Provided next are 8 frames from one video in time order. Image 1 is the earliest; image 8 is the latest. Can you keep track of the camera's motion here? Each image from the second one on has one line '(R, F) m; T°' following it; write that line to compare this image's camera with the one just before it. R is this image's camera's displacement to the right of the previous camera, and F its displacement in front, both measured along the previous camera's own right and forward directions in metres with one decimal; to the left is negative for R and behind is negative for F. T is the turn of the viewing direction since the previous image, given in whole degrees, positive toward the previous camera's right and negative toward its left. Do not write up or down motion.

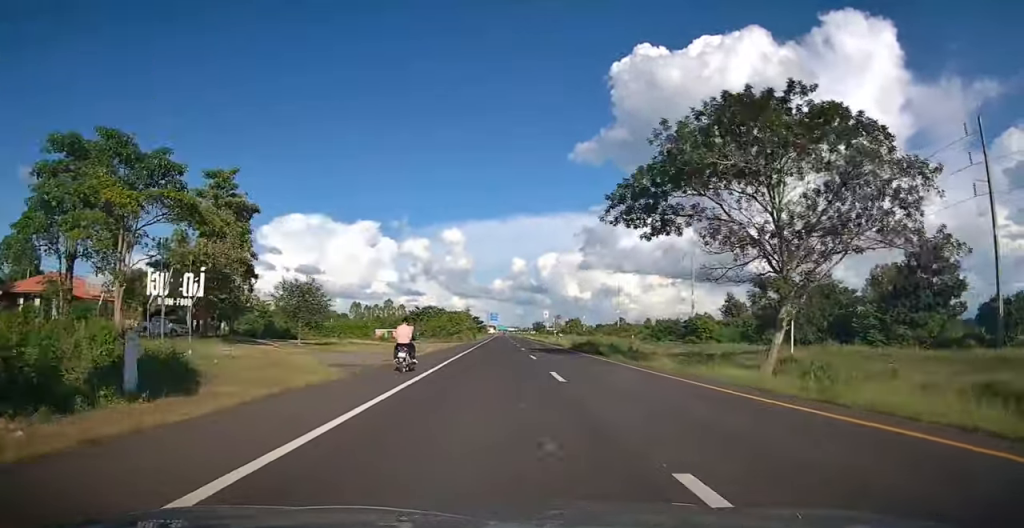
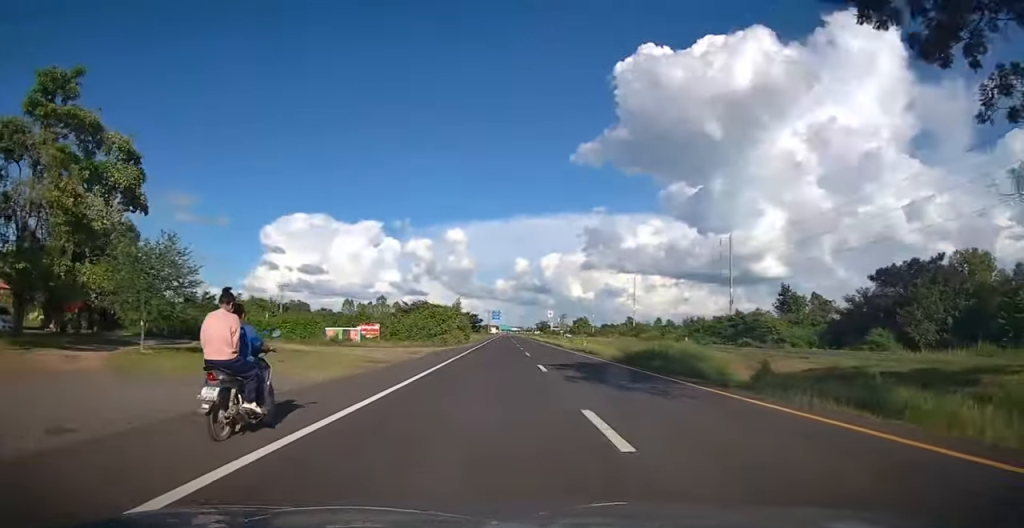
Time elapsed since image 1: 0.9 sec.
(0.0, +20.1) m; 0°
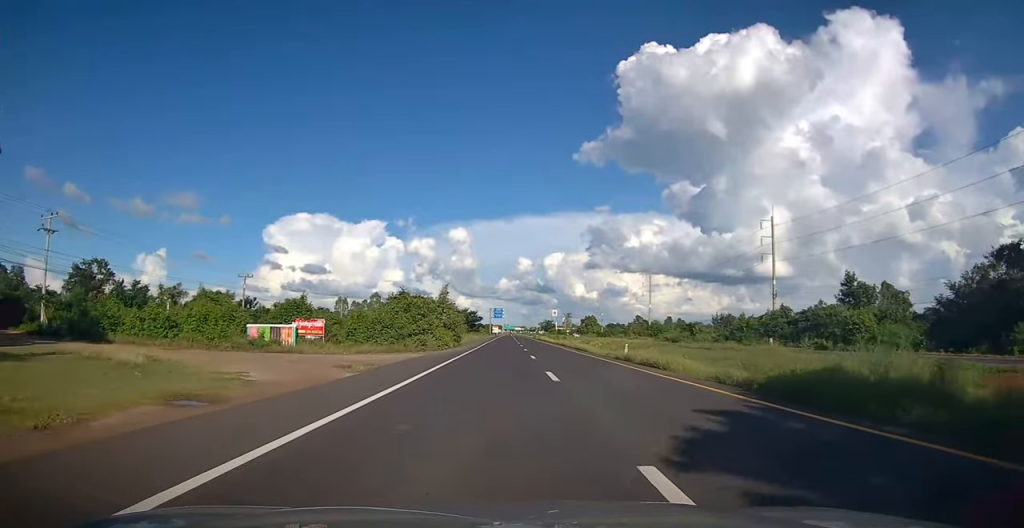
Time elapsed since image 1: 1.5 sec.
(-0.1, +15.8) m; -1°
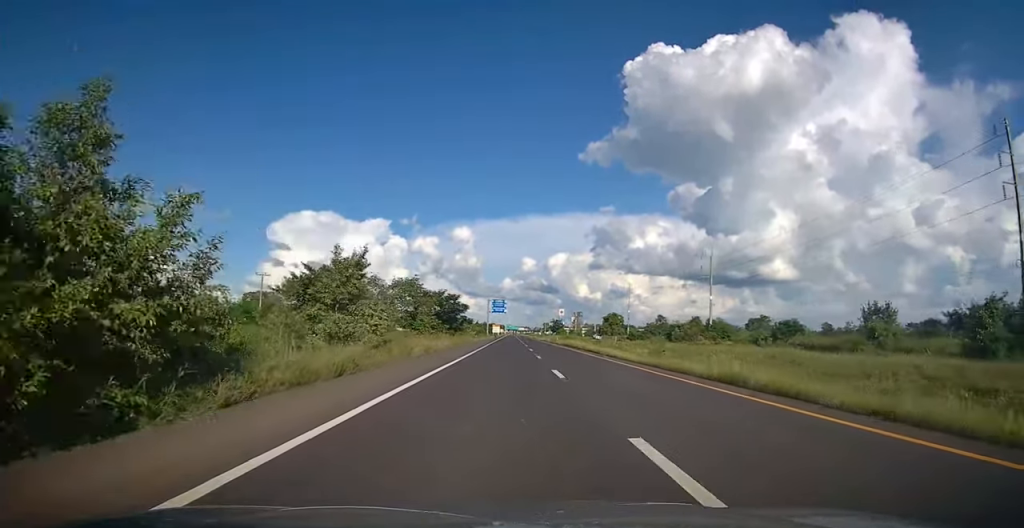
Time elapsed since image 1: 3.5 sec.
(-0.1, +46.5) m; 0°
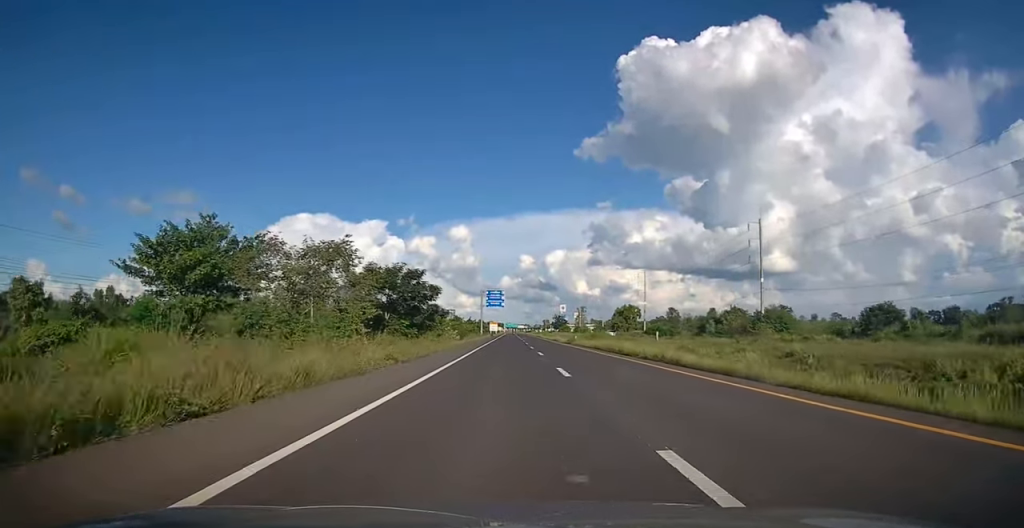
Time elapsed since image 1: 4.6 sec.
(0.0, +24.8) m; 0°
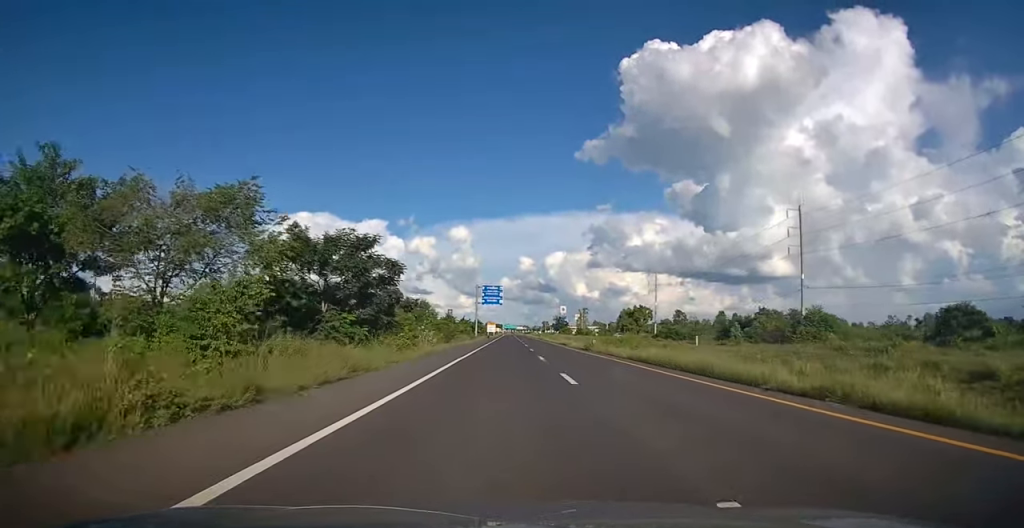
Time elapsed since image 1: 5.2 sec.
(-0.1, +13.6) m; 0°
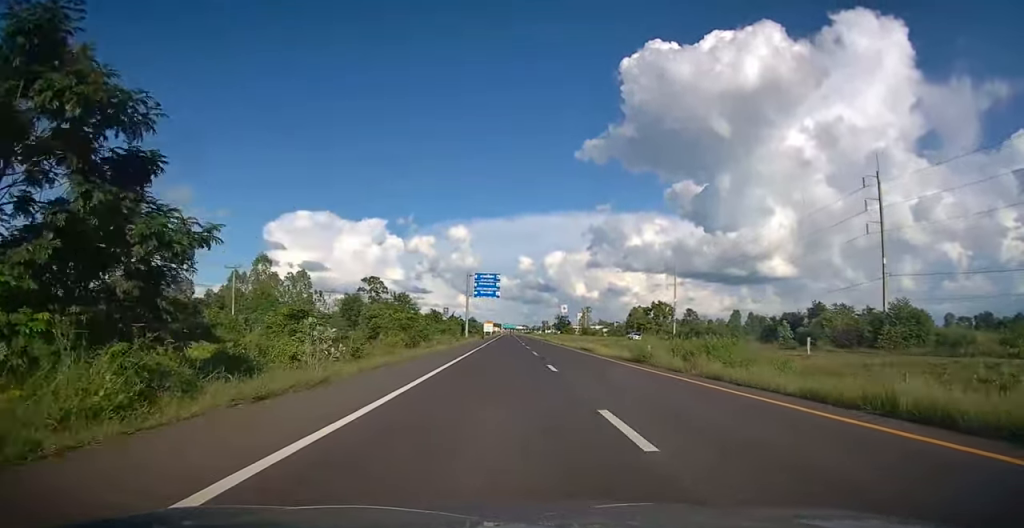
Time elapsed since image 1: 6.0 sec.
(0.0, +19.0) m; 0°
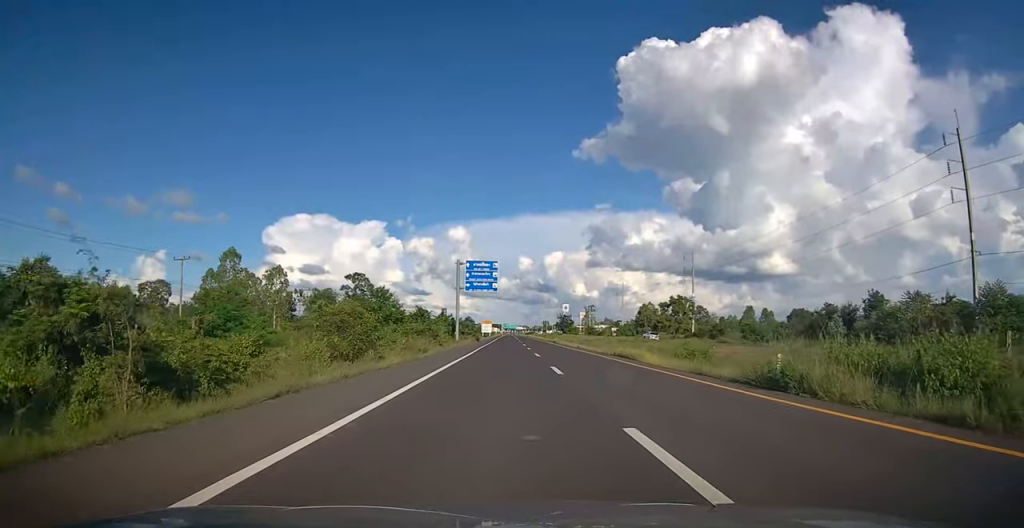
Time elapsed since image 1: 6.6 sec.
(0.0, +13.9) m; 0°
